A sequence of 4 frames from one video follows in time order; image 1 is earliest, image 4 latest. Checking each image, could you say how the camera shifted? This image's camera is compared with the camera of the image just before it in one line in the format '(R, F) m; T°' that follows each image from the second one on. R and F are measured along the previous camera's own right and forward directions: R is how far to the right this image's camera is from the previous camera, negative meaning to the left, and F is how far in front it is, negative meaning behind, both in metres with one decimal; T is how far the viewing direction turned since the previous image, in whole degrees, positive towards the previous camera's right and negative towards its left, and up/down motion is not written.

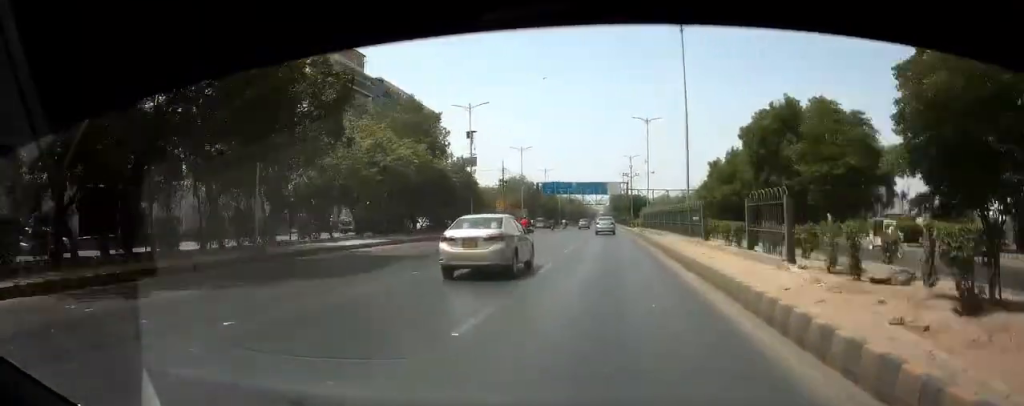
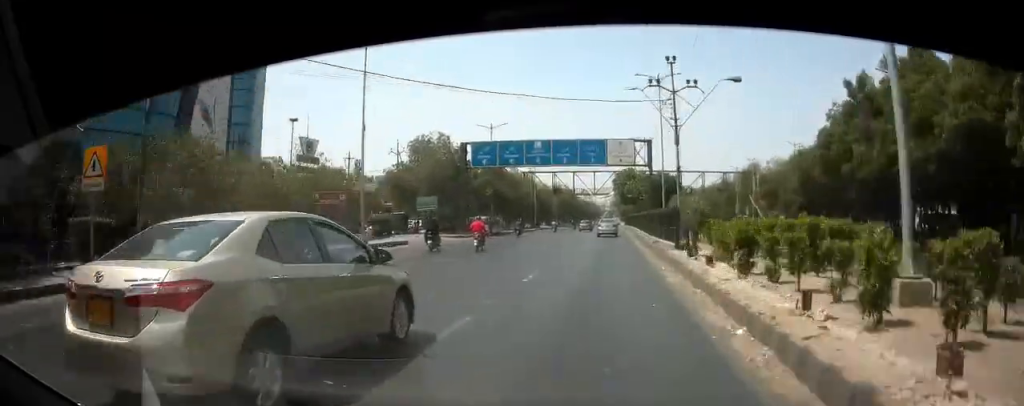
(-0.2, +57.2) m; -1°
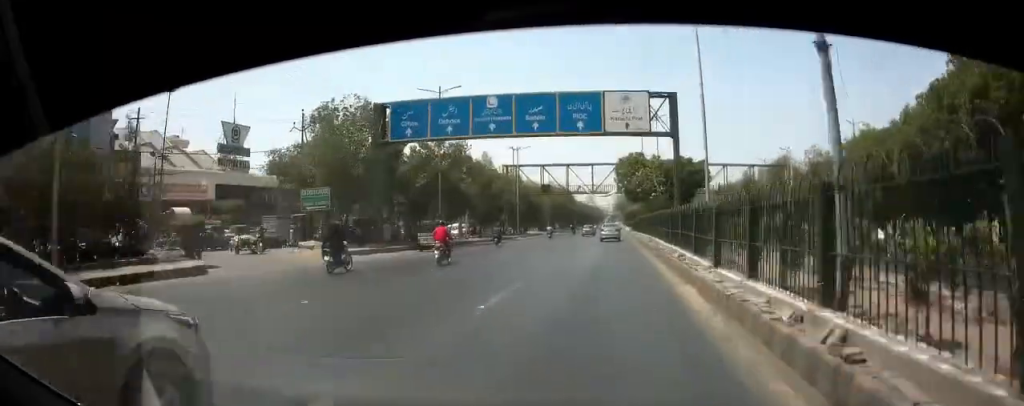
(0.0, +20.2) m; 0°
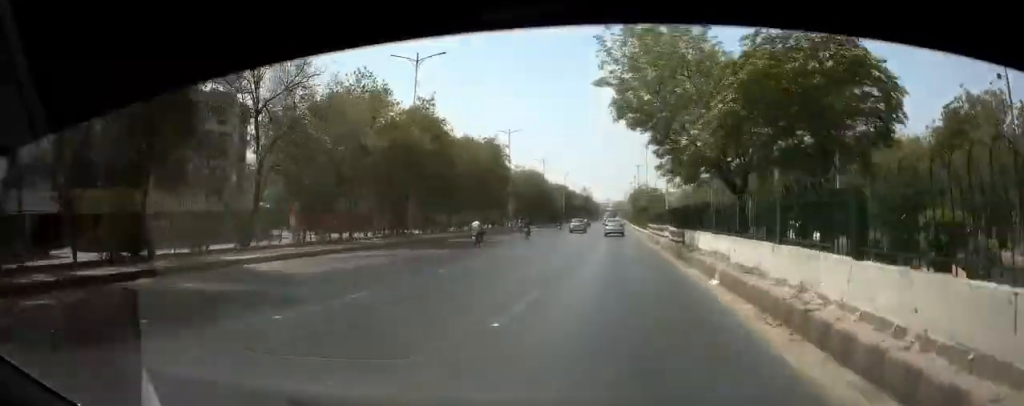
(-0.3, +113.3) m; +1°
